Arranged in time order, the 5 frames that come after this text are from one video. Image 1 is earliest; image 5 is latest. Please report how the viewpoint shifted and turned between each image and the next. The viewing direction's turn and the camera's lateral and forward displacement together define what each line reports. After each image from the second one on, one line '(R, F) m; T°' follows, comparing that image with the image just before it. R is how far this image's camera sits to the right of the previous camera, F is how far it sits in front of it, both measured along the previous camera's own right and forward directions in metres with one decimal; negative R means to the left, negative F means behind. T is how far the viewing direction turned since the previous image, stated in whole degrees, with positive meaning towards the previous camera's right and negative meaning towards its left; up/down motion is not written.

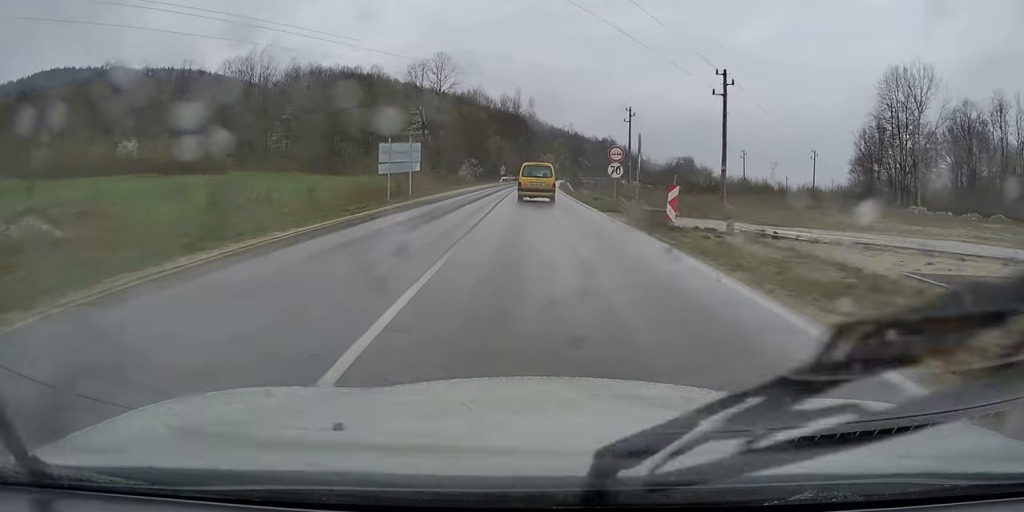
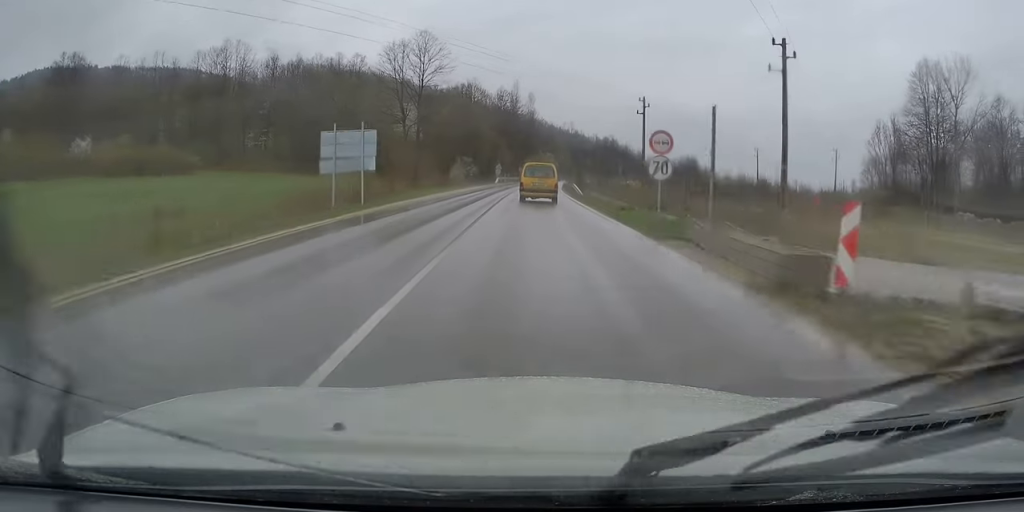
(0.0, +10.0) m; 0°
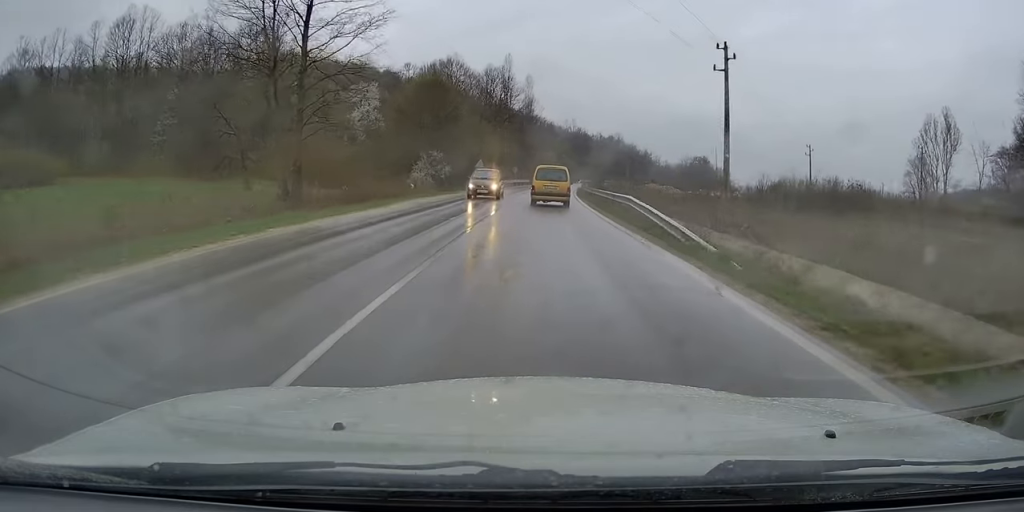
(-0.5, +28.8) m; +1°
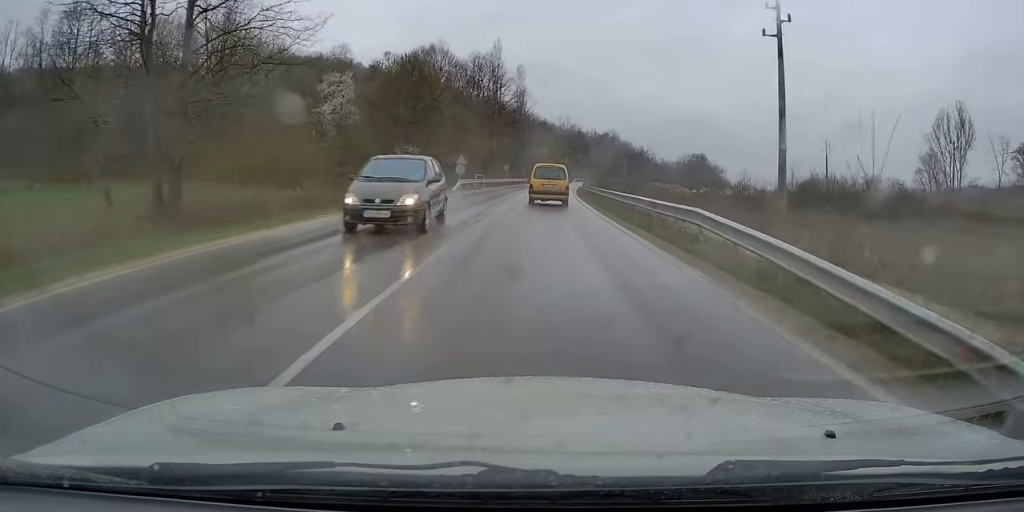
(+0.2, +9.4) m; +1°
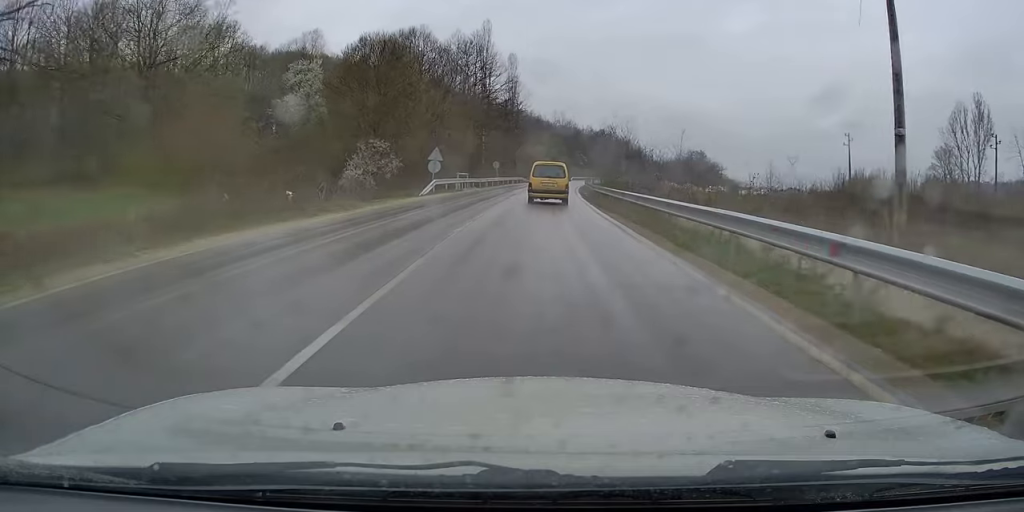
(+0.1, +10.0) m; +1°
